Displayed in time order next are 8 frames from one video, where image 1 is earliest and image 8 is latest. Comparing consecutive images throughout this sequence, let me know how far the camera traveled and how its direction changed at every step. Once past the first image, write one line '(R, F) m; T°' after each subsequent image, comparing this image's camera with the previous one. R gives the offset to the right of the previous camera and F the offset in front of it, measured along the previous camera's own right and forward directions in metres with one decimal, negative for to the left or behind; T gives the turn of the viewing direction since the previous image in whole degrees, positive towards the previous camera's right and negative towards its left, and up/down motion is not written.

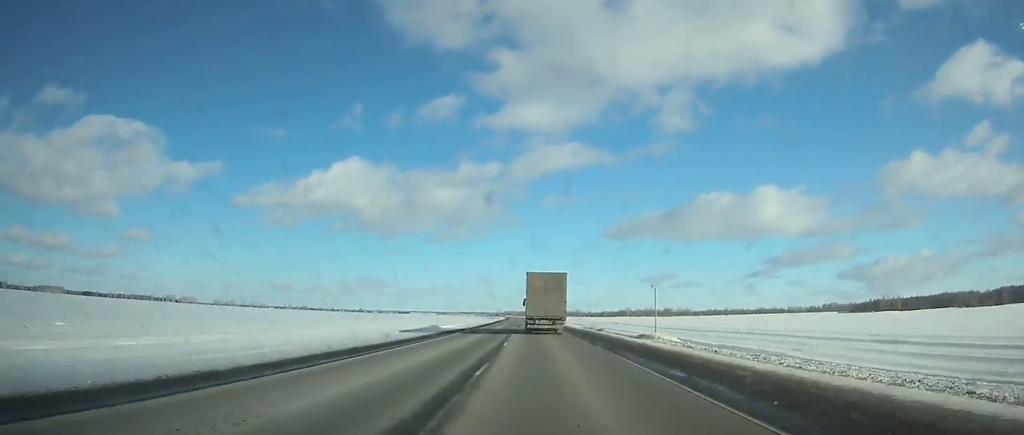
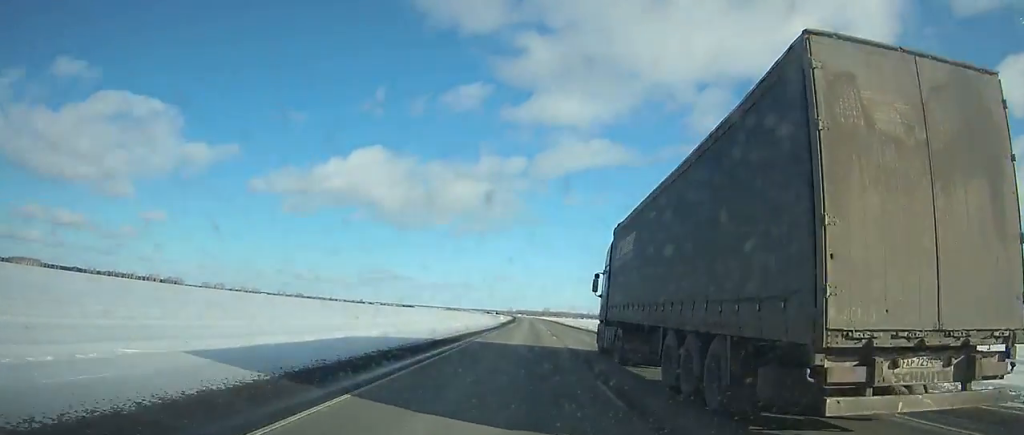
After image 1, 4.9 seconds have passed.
(-2.5, +145.2) m; -1°
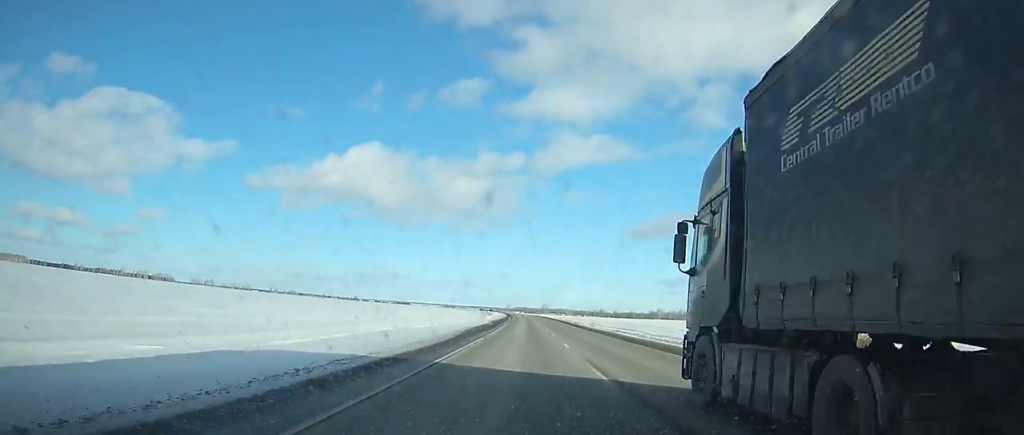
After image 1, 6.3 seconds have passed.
(+0.2, +41.6) m; 0°
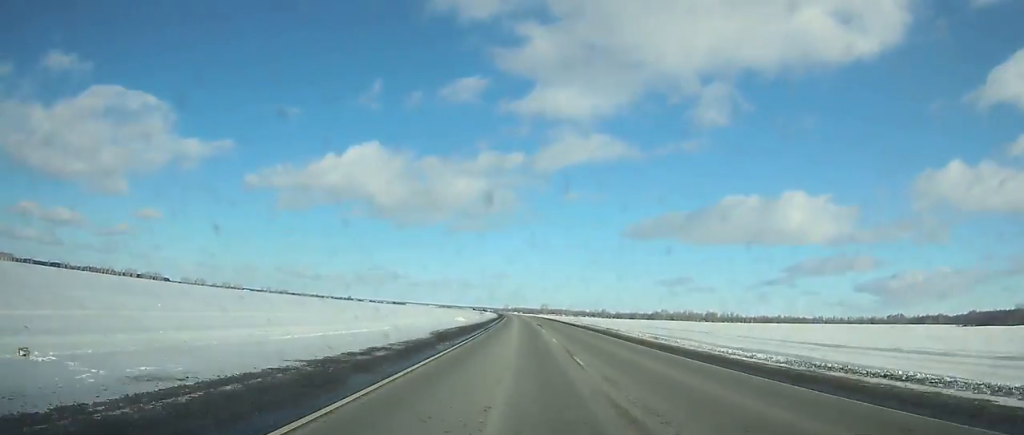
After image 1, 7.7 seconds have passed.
(+0.1, +42.7) m; 0°
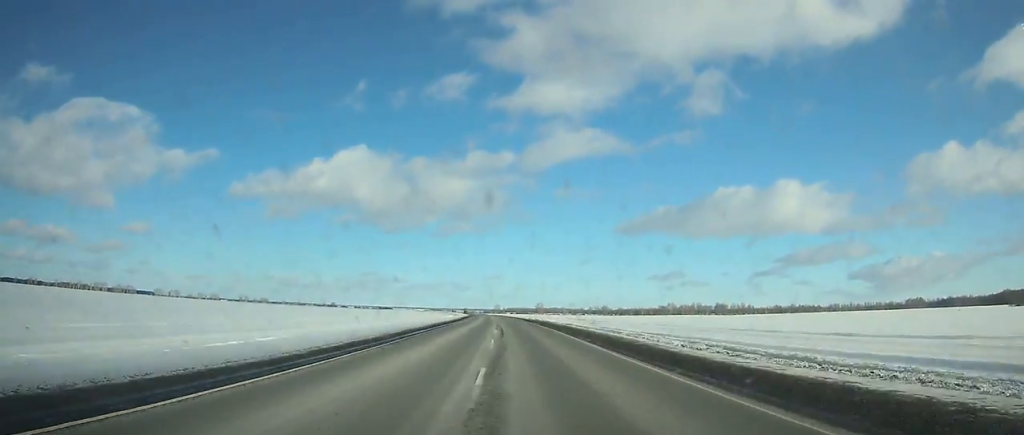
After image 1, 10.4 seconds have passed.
(+0.1, +87.1) m; -1°
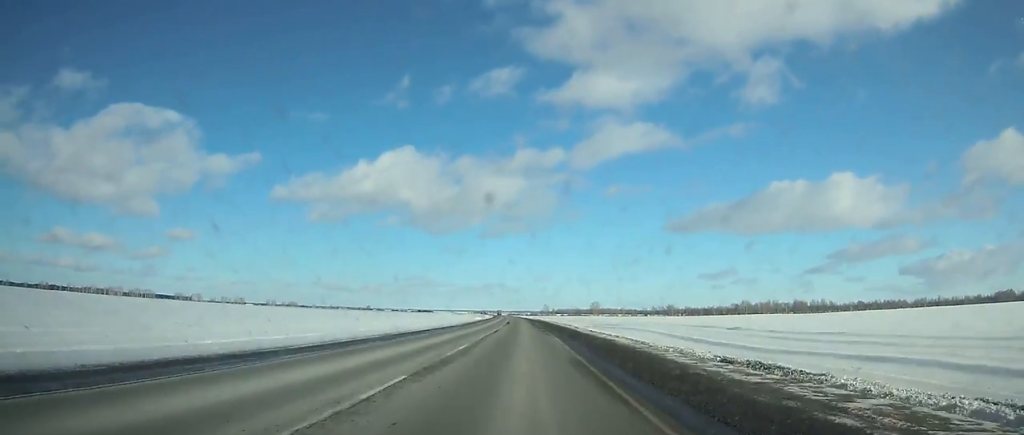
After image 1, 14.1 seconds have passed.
(-3.0, +126.6) m; -3°
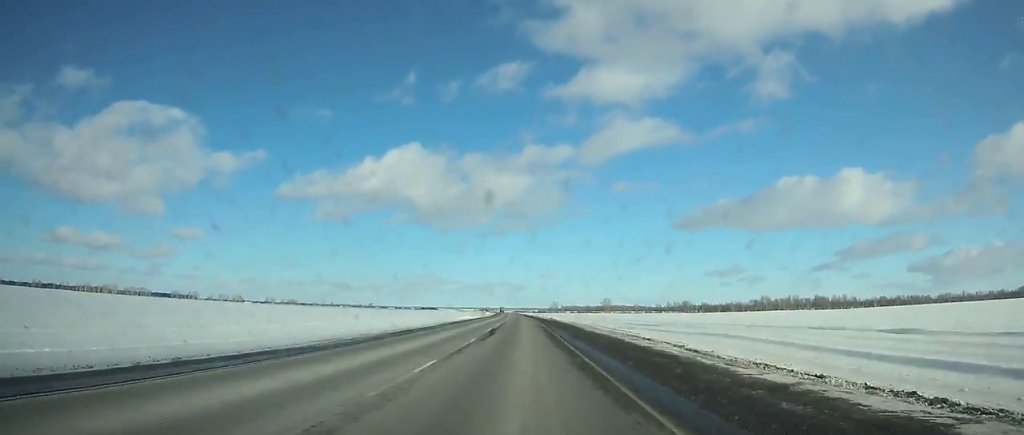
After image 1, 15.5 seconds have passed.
(-0.7, +47.1) m; -1°
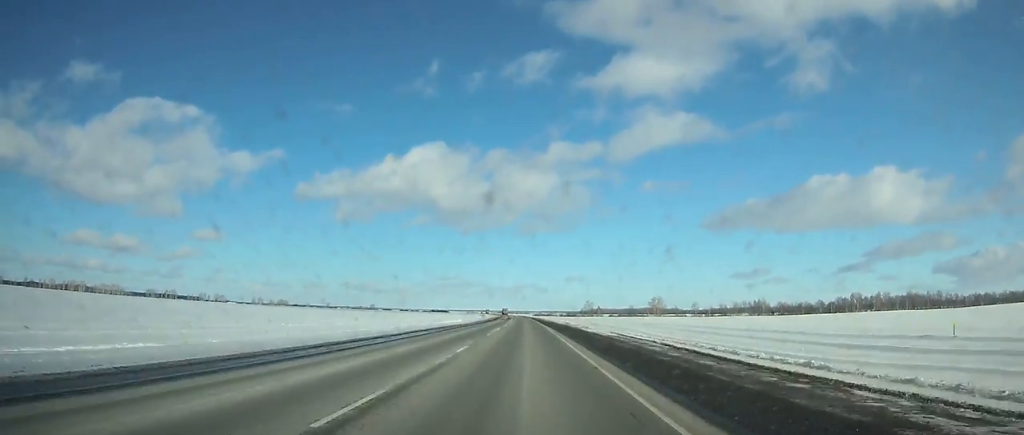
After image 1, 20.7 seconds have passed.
(-4.3, +166.7) m; -3°
